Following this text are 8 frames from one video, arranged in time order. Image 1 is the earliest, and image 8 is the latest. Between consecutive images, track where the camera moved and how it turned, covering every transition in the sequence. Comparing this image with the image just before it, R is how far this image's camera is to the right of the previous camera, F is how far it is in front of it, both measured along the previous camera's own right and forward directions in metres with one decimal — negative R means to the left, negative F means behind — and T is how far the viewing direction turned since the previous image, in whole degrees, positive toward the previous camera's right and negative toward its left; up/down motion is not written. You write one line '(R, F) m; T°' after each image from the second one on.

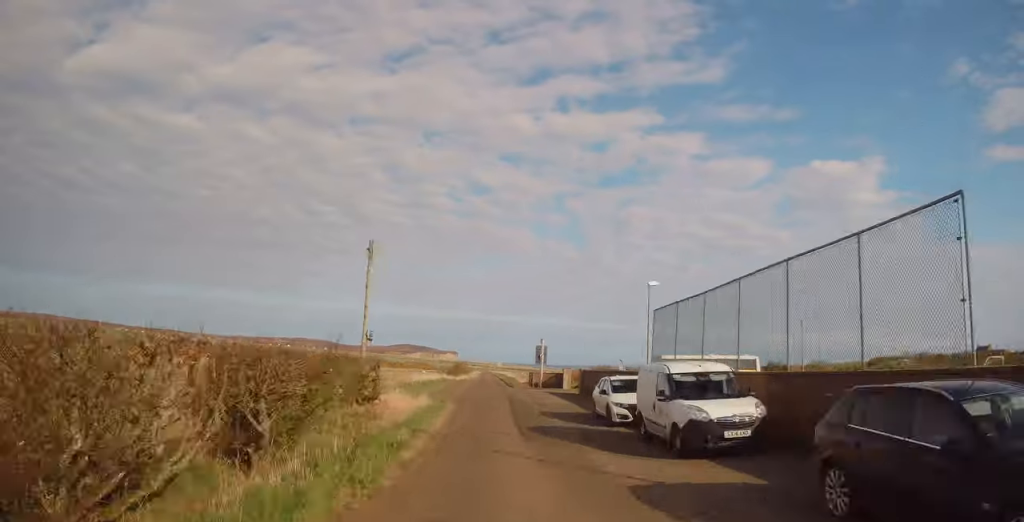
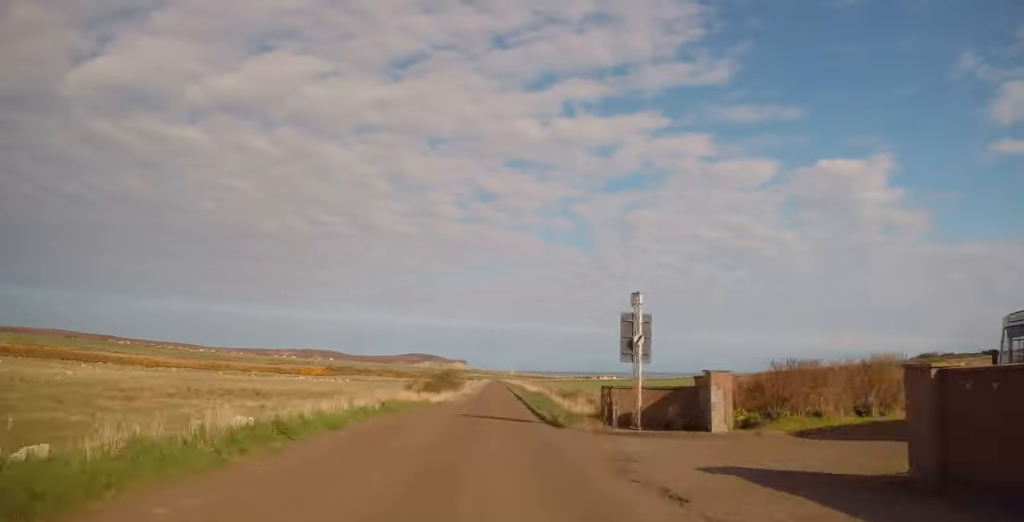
(+2.5, +34.6) m; -3°
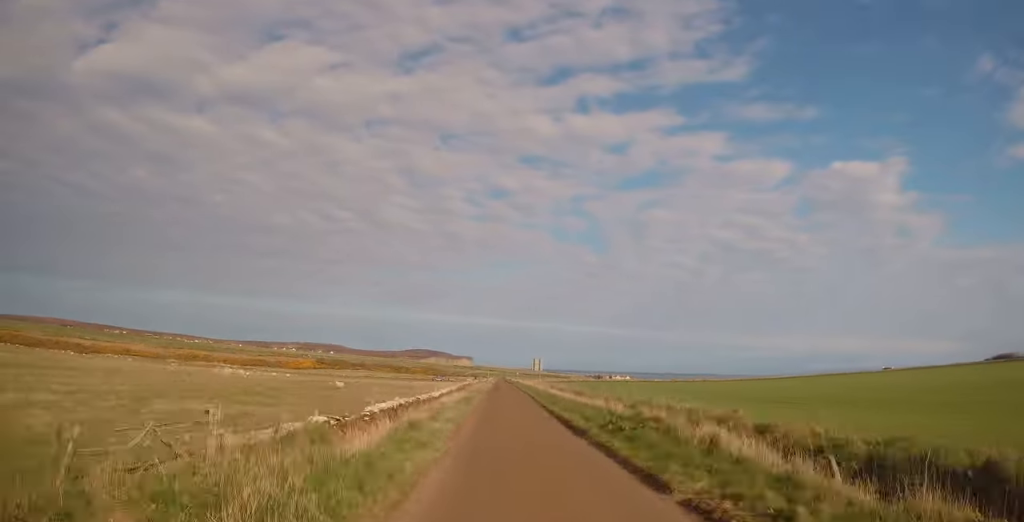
(-6.7, +60.2) m; -5°
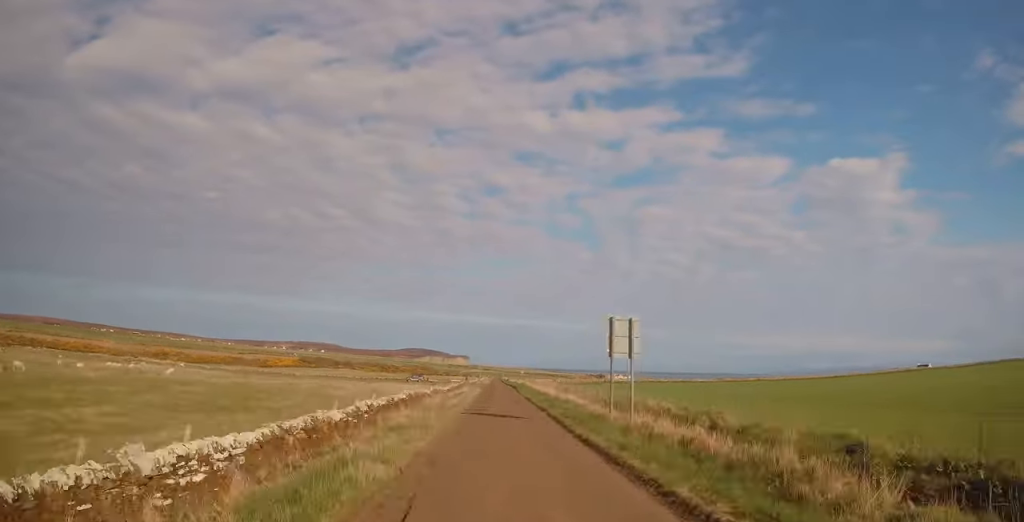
(+1.1, +47.3) m; +3°
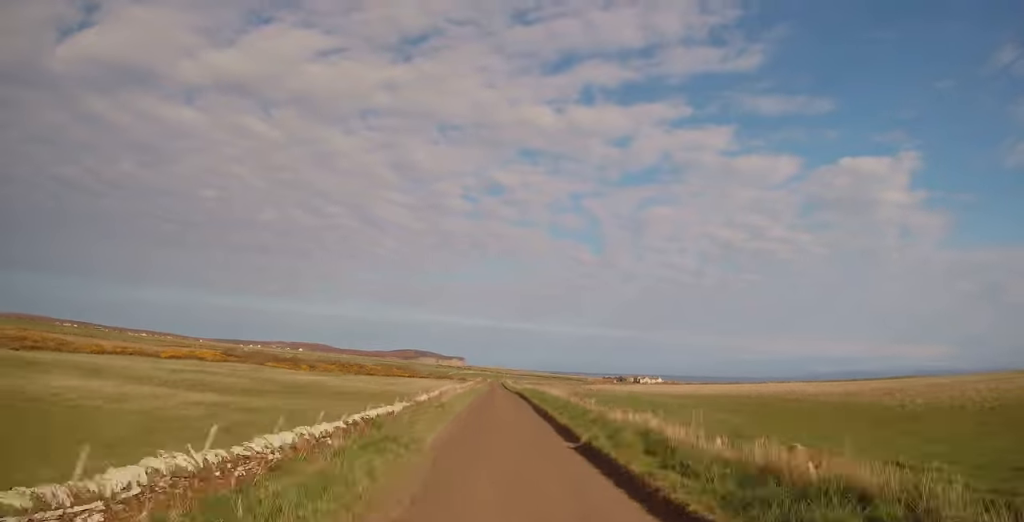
(+7.1, +165.5) m; +2°
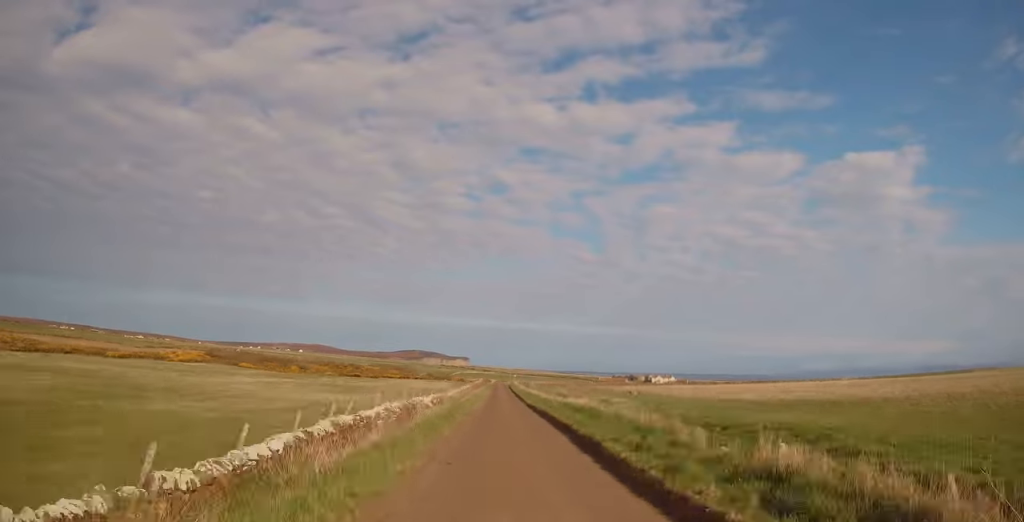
(-0.1, +32.4) m; 0°
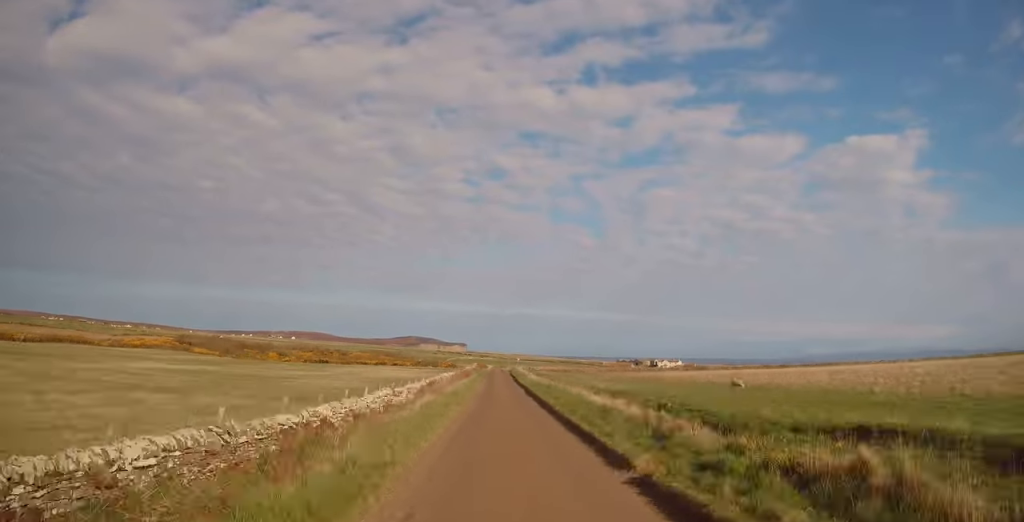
(+0.1, +36.6) m; 0°
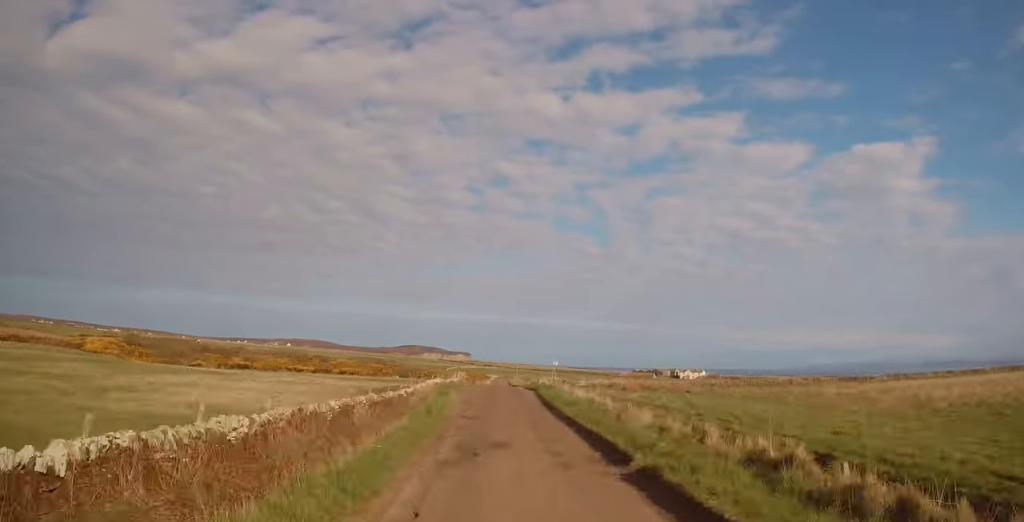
(+0.1, +58.0) m; 0°
